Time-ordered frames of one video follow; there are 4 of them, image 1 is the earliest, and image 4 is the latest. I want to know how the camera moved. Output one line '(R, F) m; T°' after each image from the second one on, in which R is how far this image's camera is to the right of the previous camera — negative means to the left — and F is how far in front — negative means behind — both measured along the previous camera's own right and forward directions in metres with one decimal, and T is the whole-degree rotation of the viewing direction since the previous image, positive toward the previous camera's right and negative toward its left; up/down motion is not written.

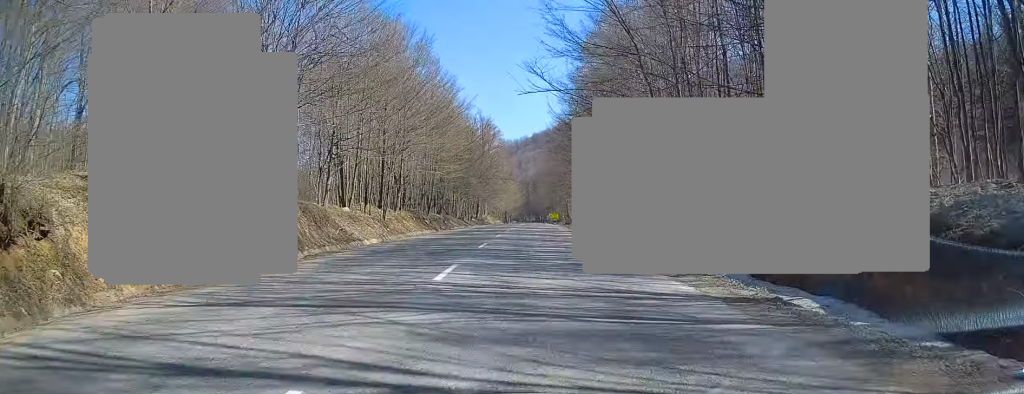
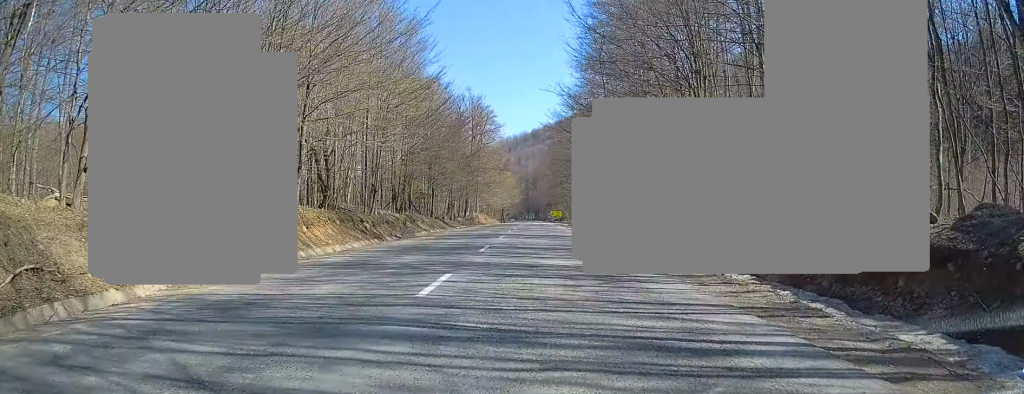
(+0.3, +19.7) m; +2°
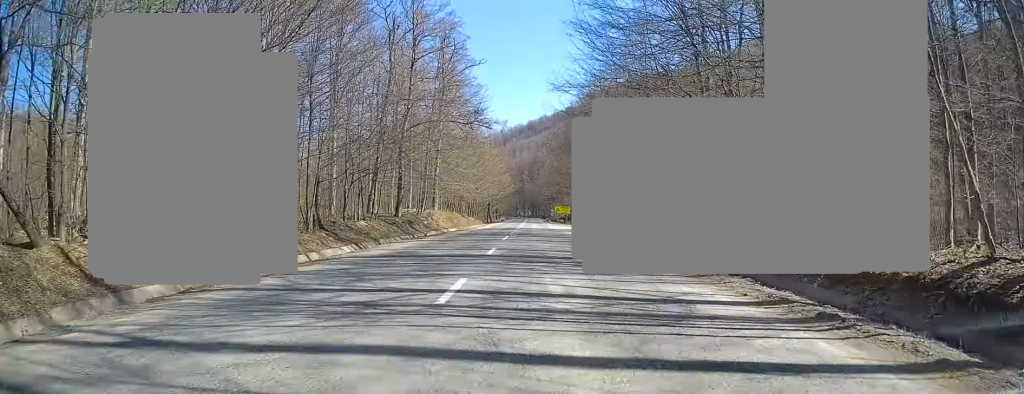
(-0.2, +45.4) m; -1°
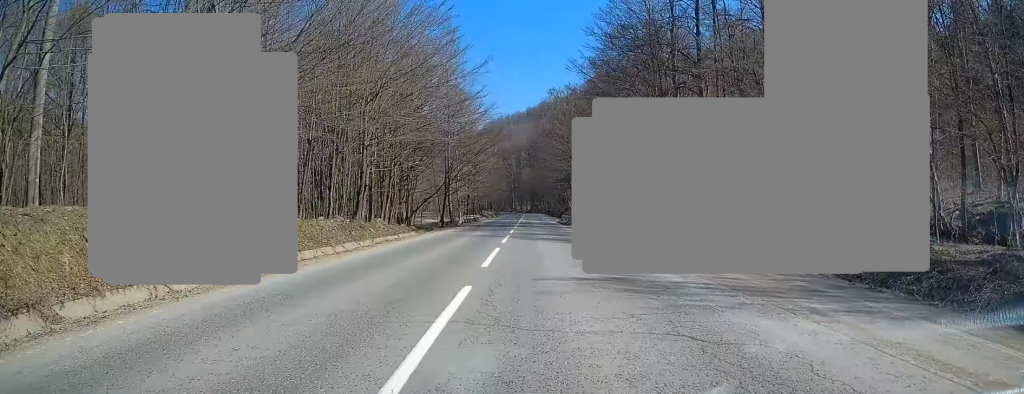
(-0.6, +68.0) m; +1°
